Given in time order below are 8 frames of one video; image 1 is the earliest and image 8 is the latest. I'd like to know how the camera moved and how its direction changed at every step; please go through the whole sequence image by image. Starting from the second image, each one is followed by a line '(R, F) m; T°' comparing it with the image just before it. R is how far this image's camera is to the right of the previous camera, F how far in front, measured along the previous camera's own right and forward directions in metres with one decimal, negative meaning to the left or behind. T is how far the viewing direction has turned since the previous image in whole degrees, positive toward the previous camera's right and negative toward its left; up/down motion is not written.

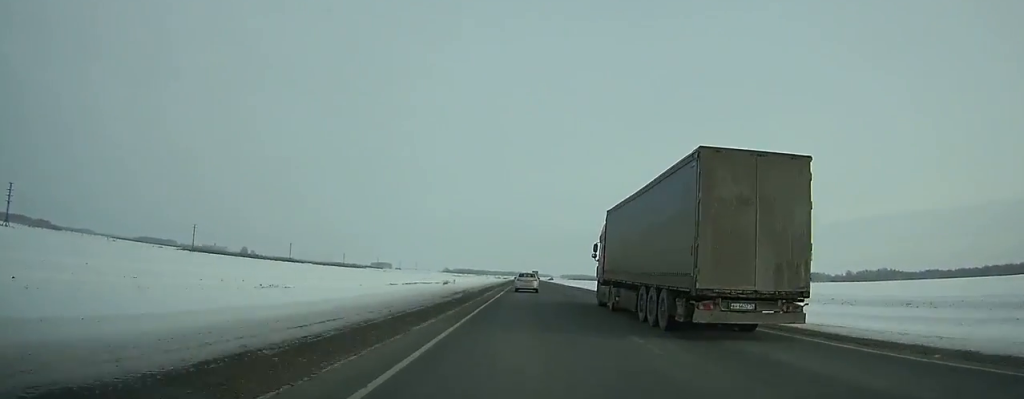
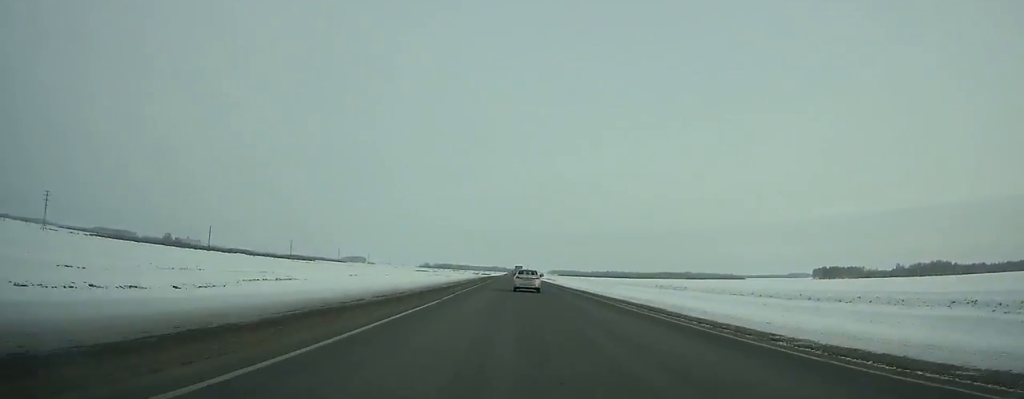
(+1.0, +159.9) m; 0°
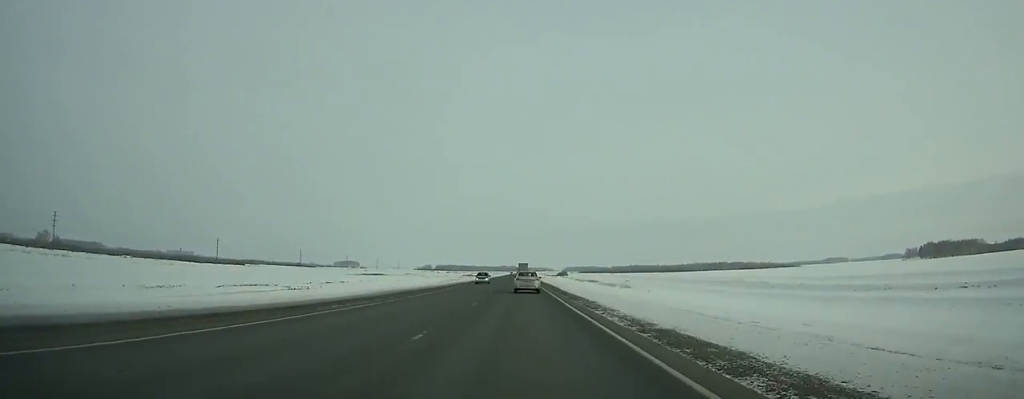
(-1.4, +221.0) m; -1°
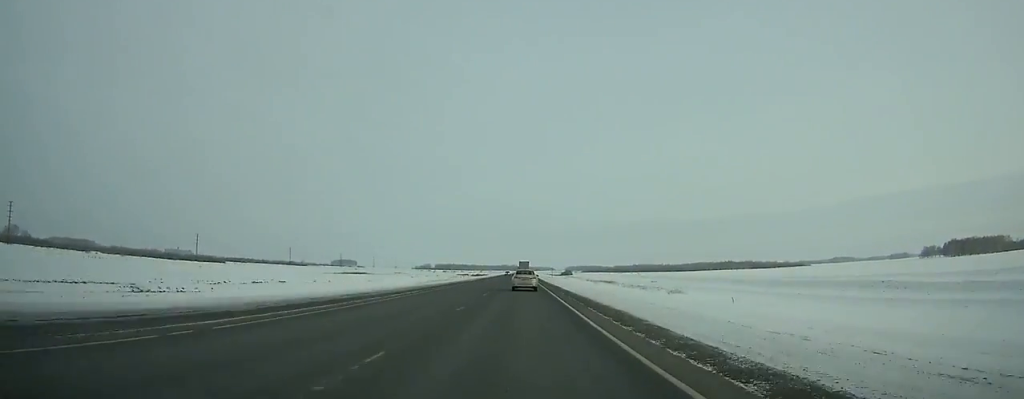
(0.0, +40.1) m; 0°
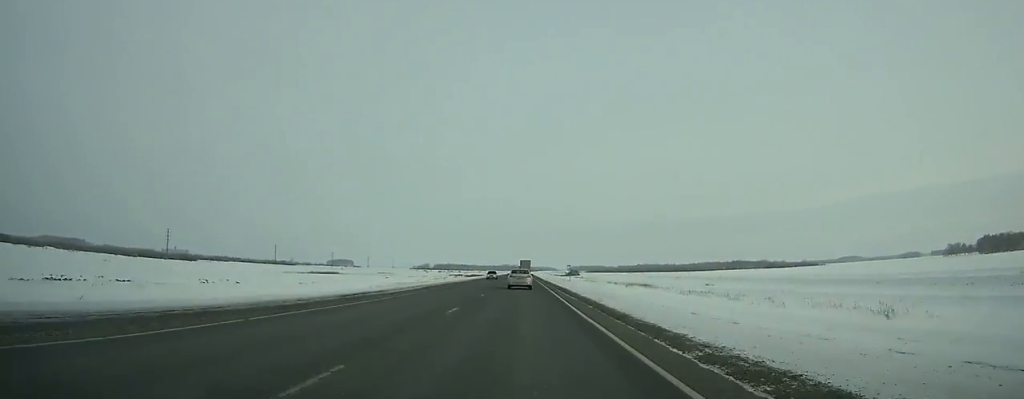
(0.0, +48.7) m; 0°
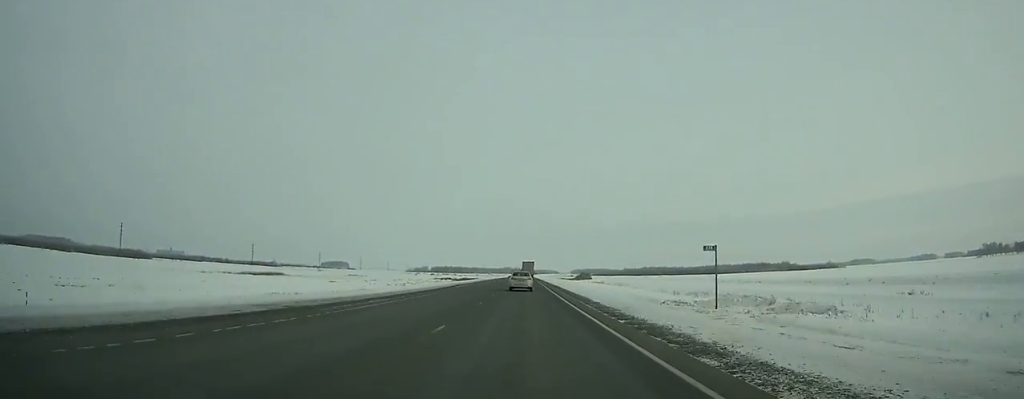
(-0.2, +66.3) m; 0°
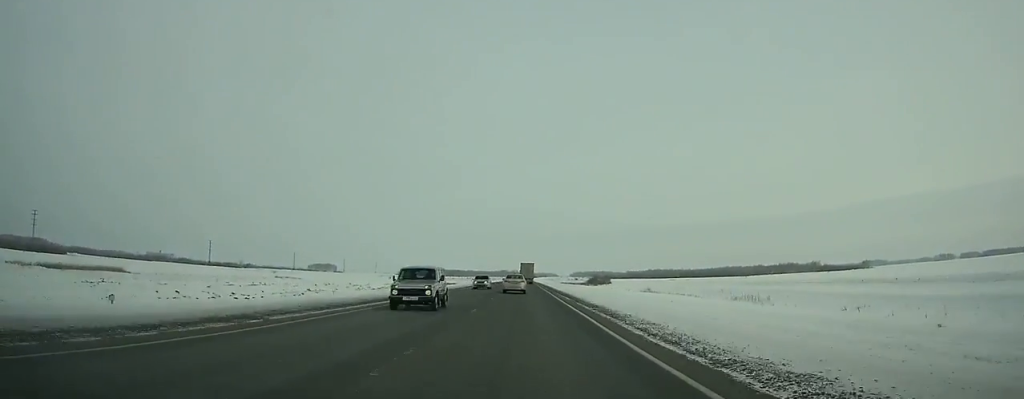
(+0.2, +86.0) m; 0°
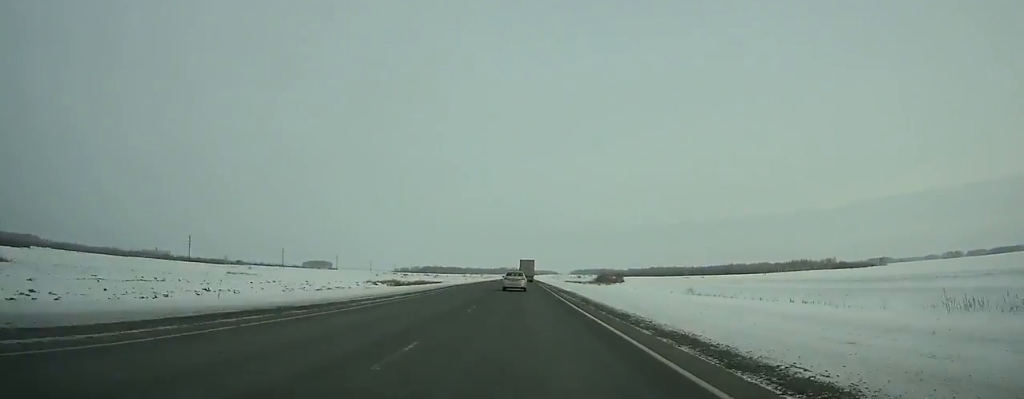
(0.0, +35.2) m; 0°
